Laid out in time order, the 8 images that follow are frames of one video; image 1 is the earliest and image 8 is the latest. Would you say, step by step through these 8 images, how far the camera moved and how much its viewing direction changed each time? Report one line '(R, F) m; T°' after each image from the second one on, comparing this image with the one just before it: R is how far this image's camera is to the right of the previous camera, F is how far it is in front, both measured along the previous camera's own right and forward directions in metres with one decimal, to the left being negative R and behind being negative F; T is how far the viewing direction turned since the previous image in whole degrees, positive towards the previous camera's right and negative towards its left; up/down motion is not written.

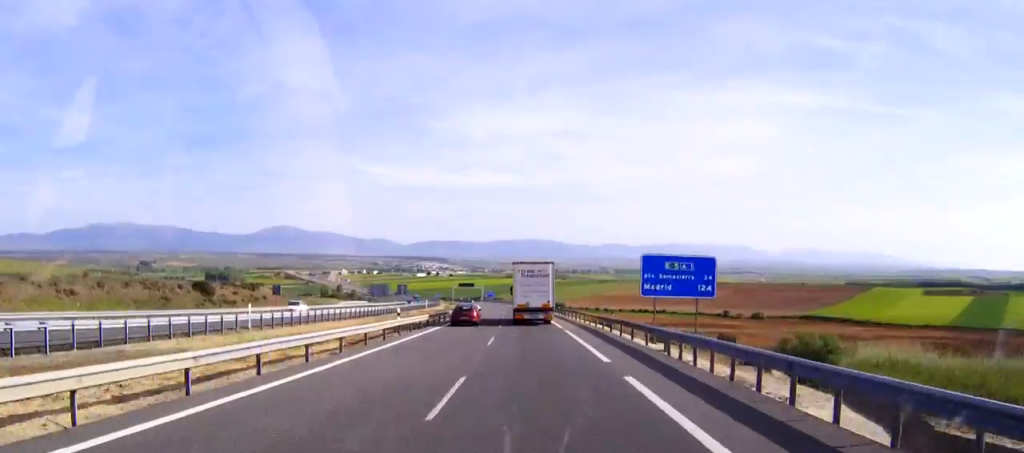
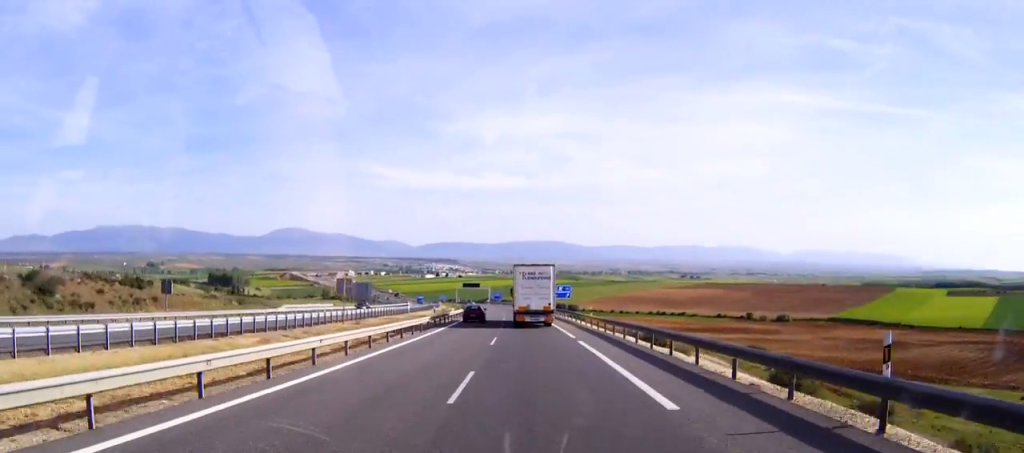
(0.0, +32.1) m; 0°
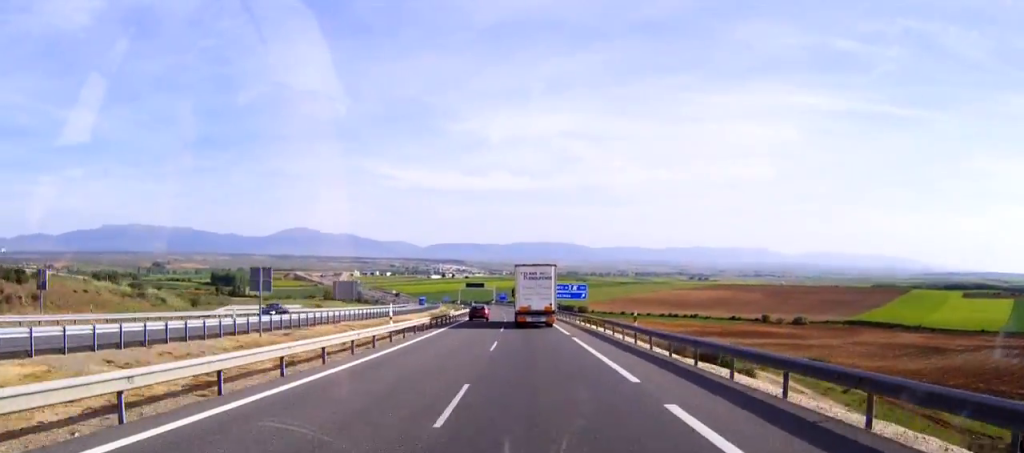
(0.0, +19.3) m; 0°
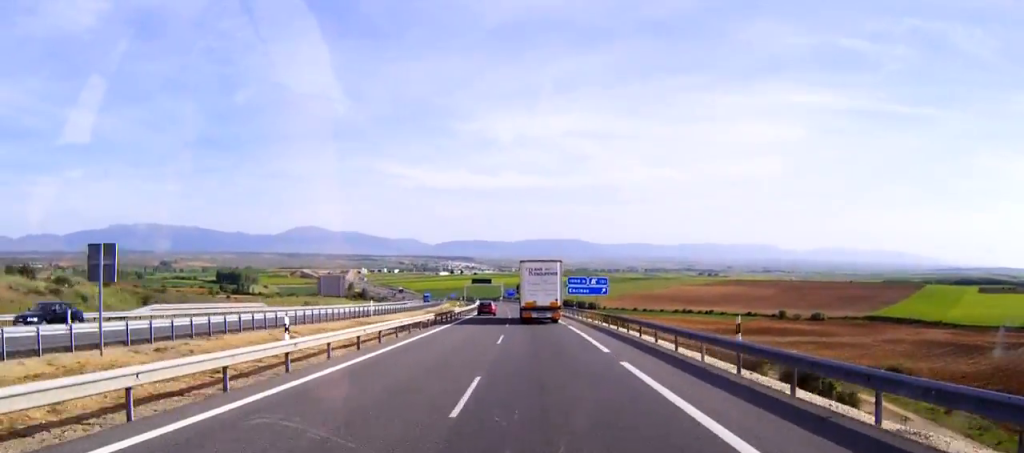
(0.0, +15.9) m; 0°
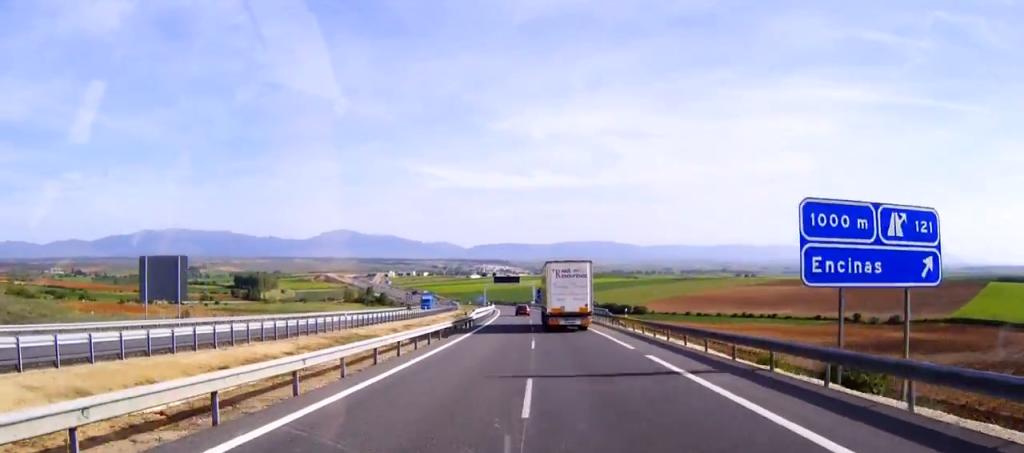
(-1.1, +66.6) m; -3°
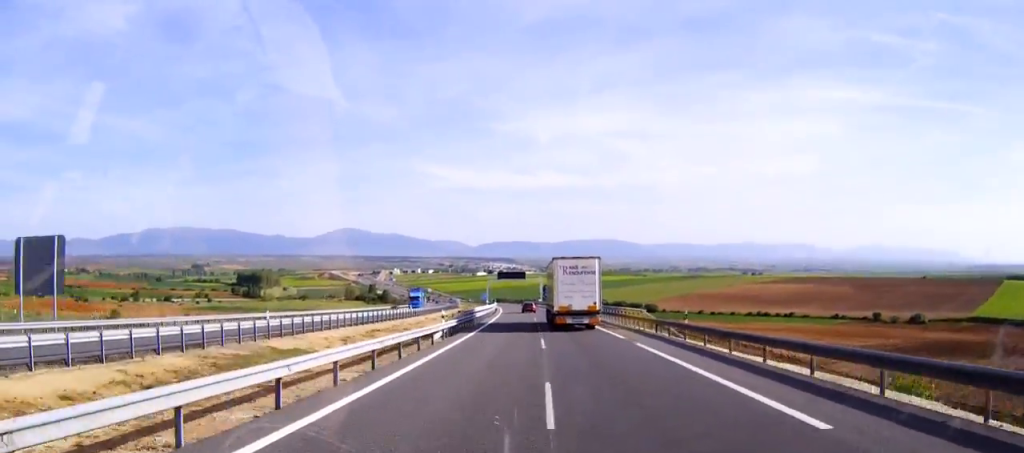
(-0.2, +17.8) m; -1°
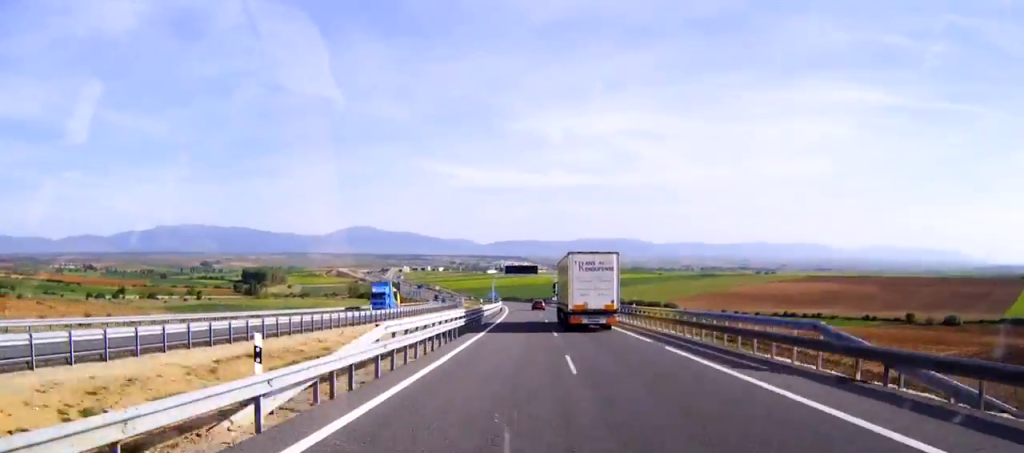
(-0.1, +26.5) m; -1°
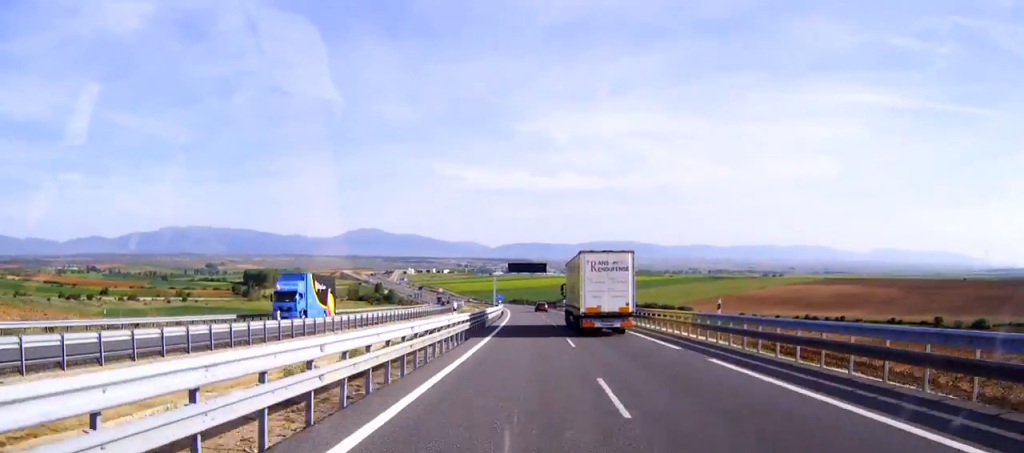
(-0.3, +23.0) m; -1°
